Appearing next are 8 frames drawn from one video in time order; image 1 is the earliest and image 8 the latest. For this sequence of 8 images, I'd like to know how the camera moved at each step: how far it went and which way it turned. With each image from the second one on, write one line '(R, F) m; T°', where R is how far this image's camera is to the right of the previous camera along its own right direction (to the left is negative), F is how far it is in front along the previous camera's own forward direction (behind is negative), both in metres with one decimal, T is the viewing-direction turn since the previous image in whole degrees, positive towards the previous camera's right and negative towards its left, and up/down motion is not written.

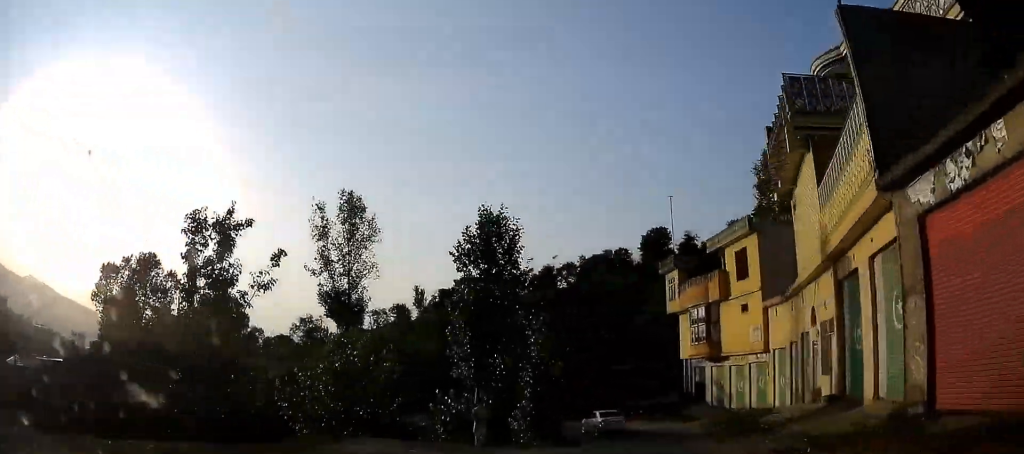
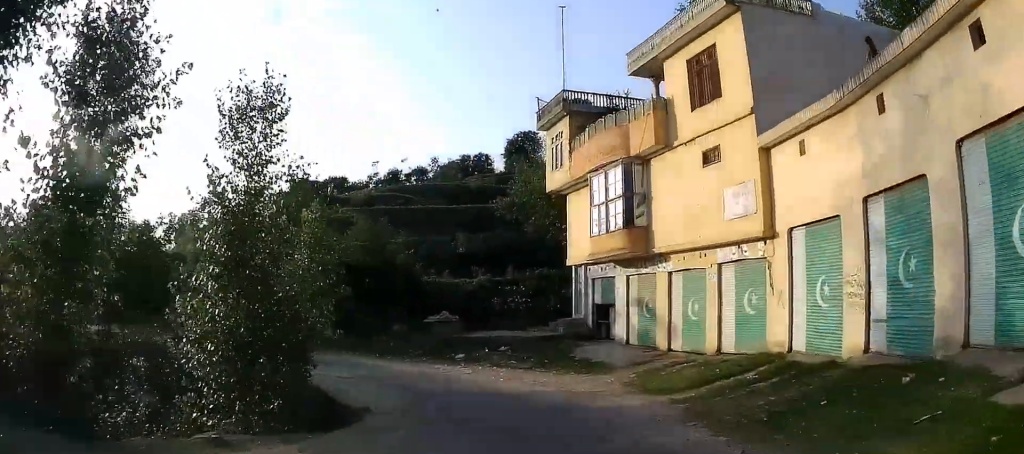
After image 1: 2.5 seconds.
(+1.9, +15.4) m; +12°
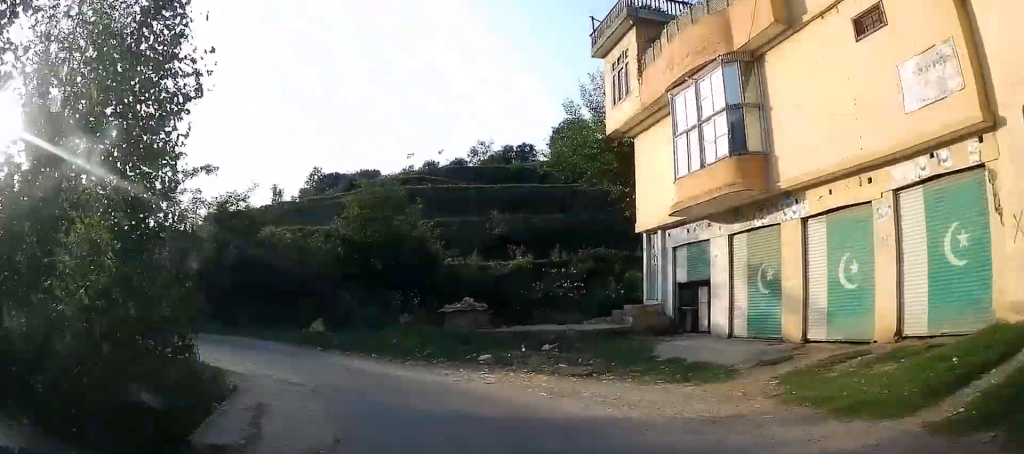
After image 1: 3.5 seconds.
(+0.3, +6.4) m; +2°
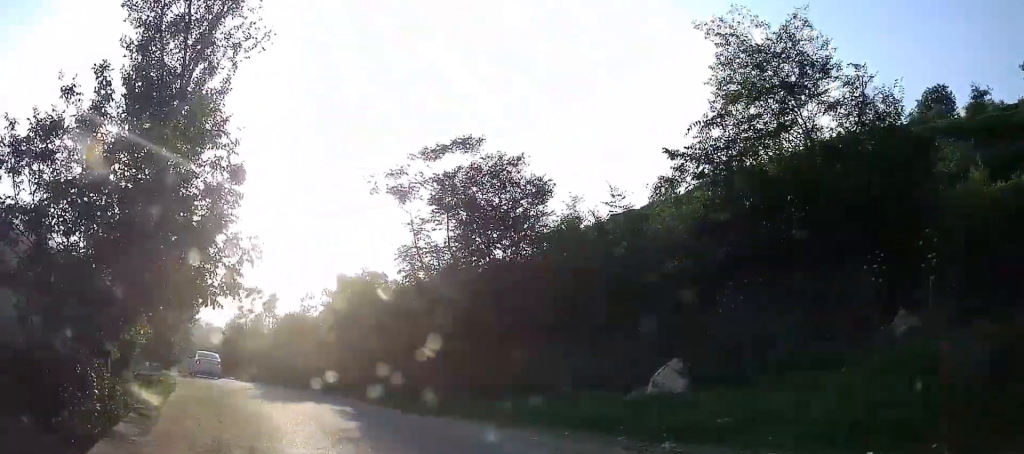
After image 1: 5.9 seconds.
(-1.2, +15.0) m; -20°
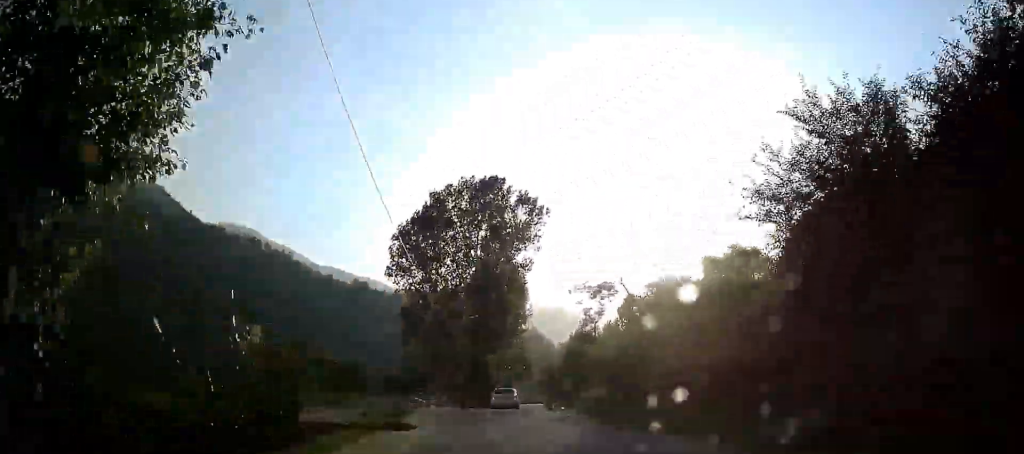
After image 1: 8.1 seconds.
(-5.3, +16.9) m; -35°
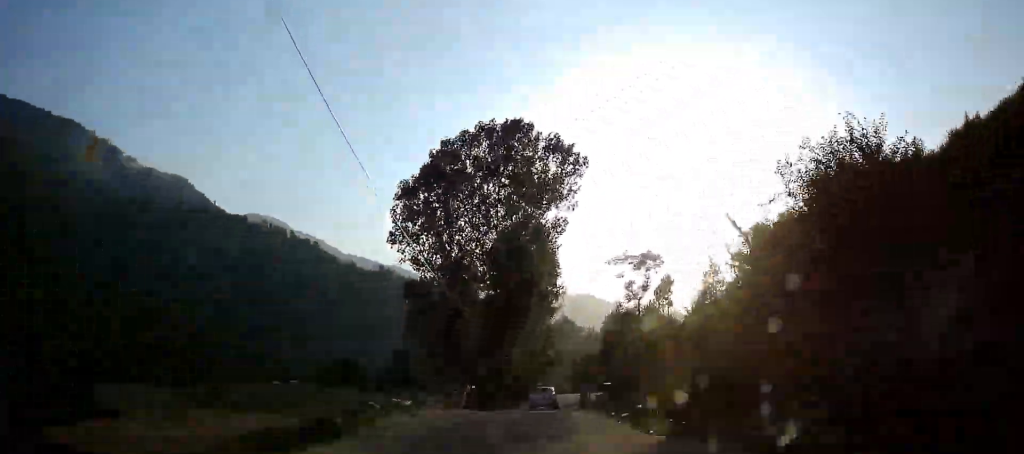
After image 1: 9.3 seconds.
(-1.7, +10.5) m; -16°
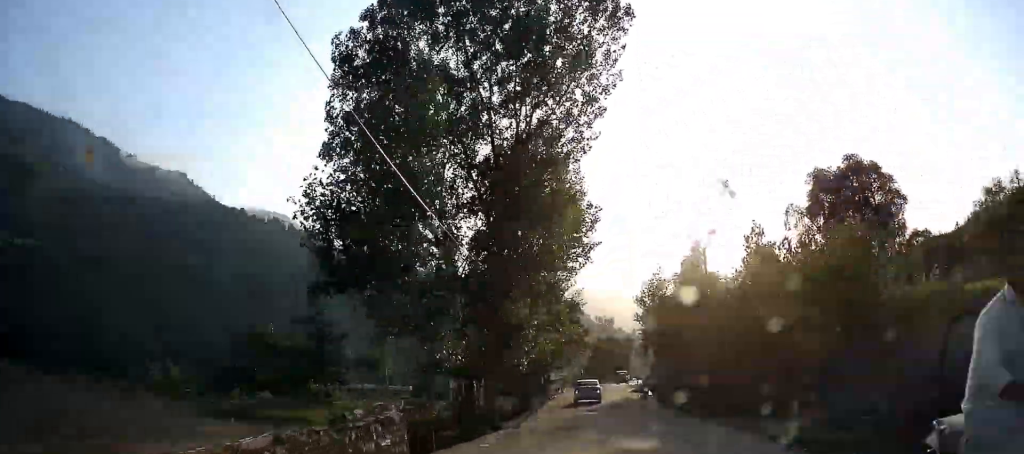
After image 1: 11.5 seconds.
(-2.7, +19.3) m; -7°
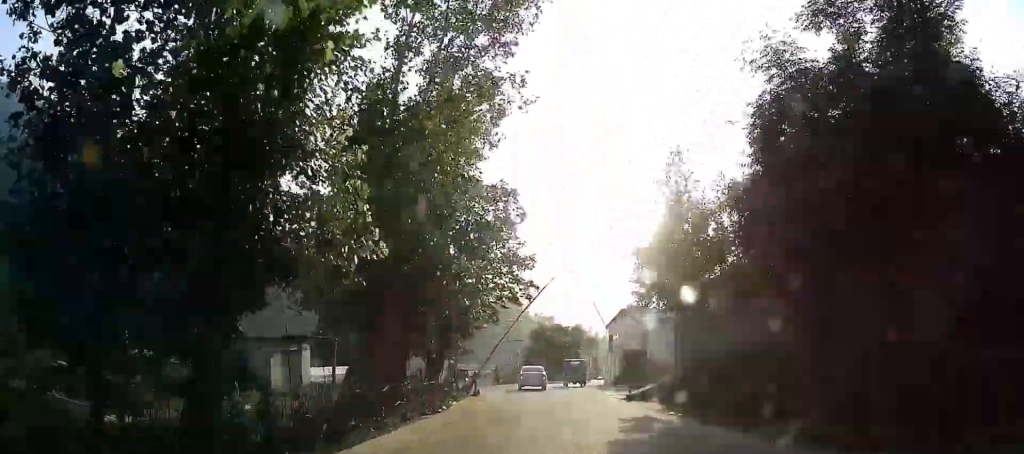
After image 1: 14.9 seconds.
(+1.3, +27.8) m; +7°
